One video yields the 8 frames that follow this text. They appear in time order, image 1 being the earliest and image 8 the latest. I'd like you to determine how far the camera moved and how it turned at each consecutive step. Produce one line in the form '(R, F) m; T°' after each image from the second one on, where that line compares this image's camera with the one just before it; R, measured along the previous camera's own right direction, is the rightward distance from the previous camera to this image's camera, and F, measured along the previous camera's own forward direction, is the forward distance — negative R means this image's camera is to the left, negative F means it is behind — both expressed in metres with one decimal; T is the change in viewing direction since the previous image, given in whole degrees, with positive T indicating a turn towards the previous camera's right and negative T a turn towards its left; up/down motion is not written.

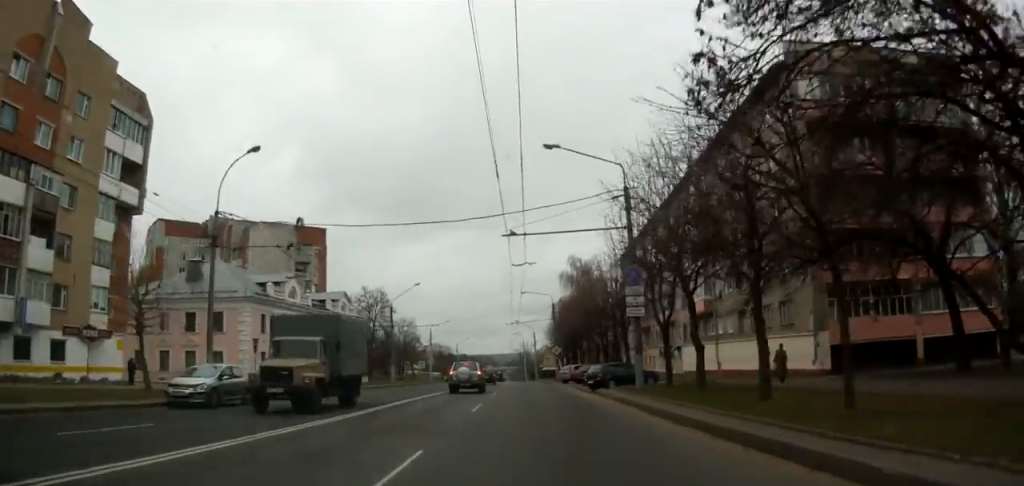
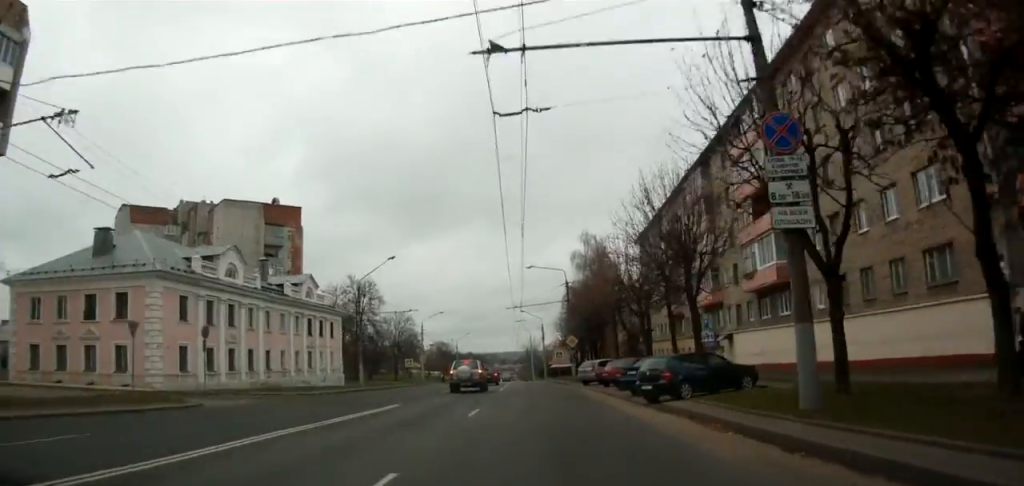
(0.0, +14.7) m; -2°
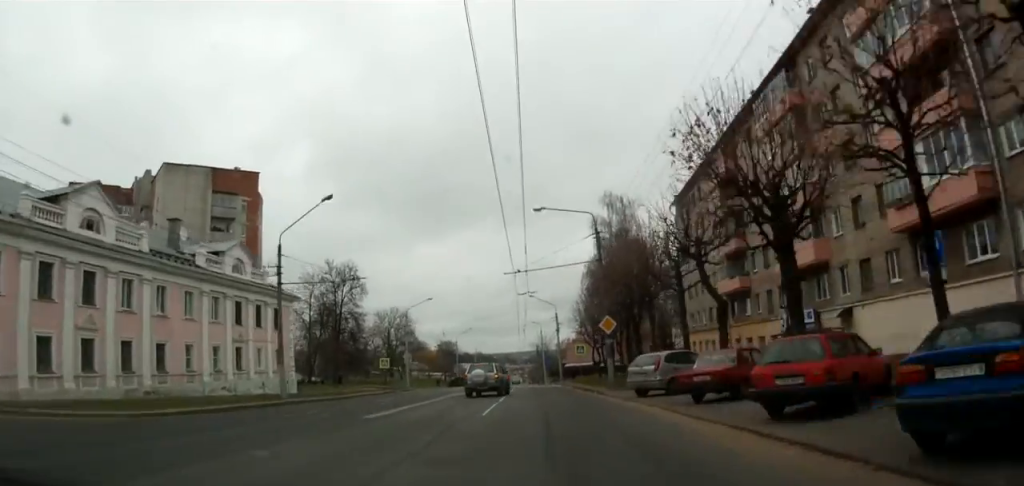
(-0.7, +18.3) m; -3°
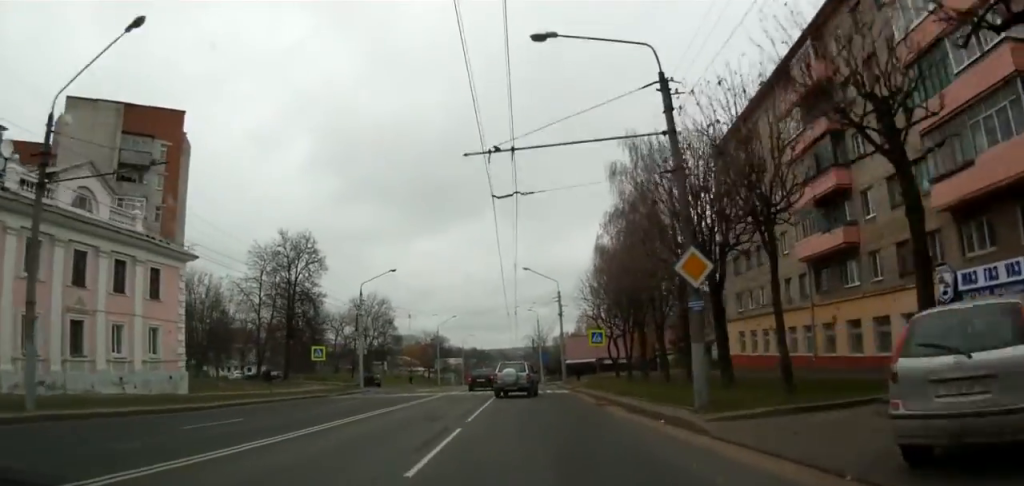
(0.0, +17.5) m; 0°
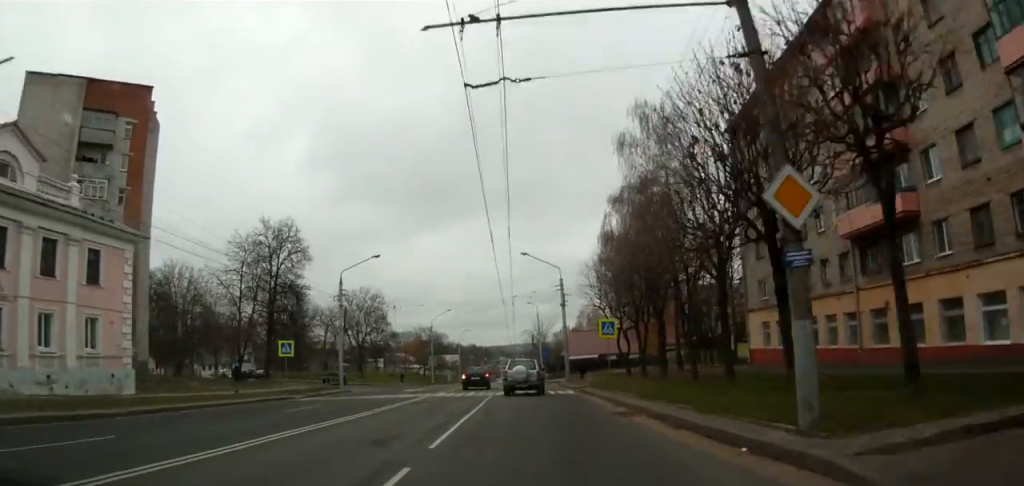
(0.0, +6.0) m; 0°
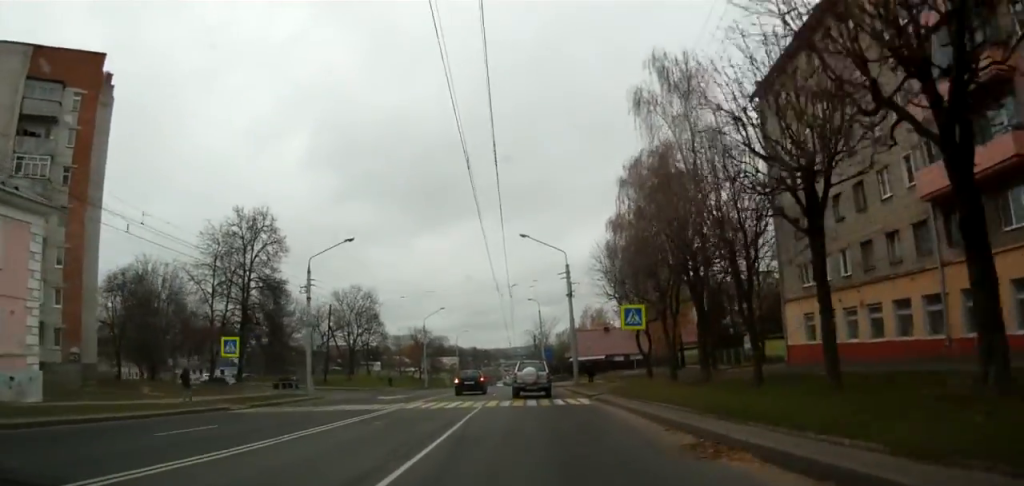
(0.0, +7.5) m; 0°
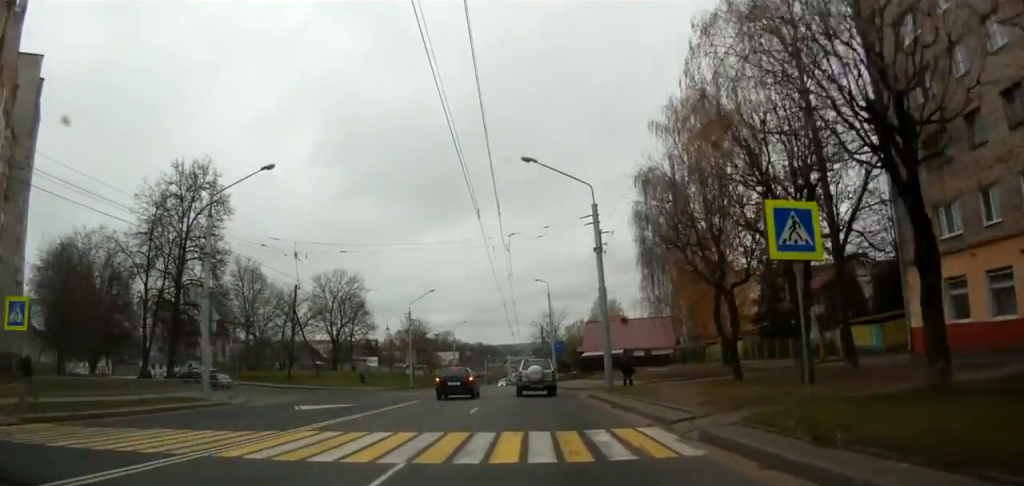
(0.0, +14.8) m; 0°
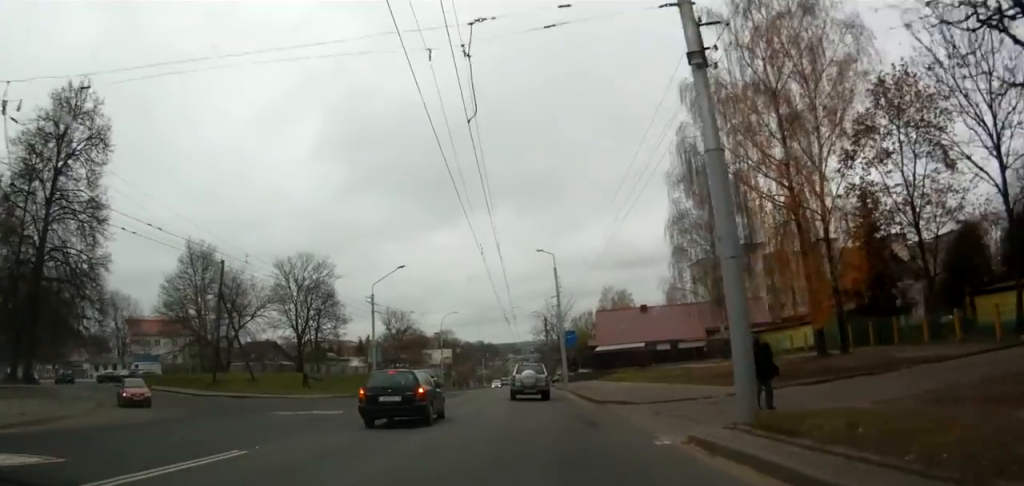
(0.0, +16.7) m; 0°
